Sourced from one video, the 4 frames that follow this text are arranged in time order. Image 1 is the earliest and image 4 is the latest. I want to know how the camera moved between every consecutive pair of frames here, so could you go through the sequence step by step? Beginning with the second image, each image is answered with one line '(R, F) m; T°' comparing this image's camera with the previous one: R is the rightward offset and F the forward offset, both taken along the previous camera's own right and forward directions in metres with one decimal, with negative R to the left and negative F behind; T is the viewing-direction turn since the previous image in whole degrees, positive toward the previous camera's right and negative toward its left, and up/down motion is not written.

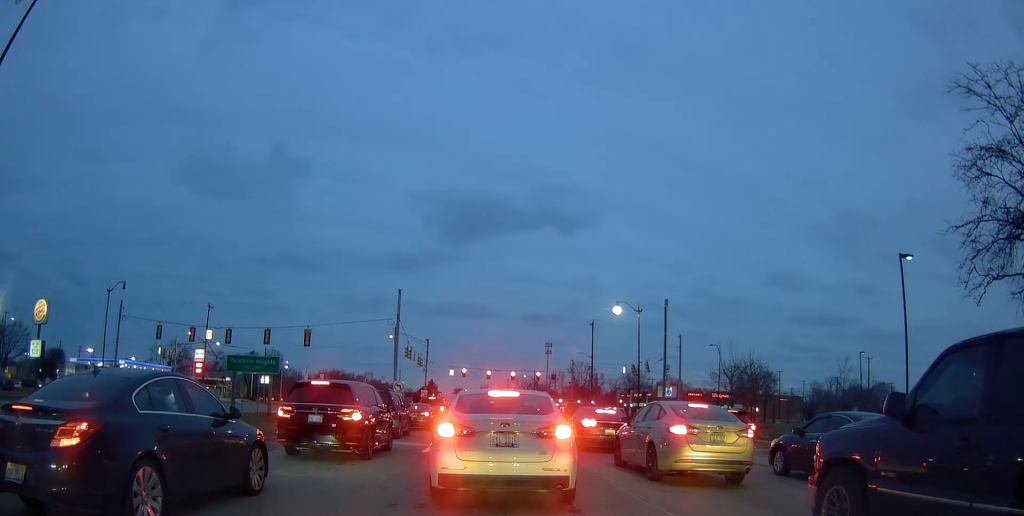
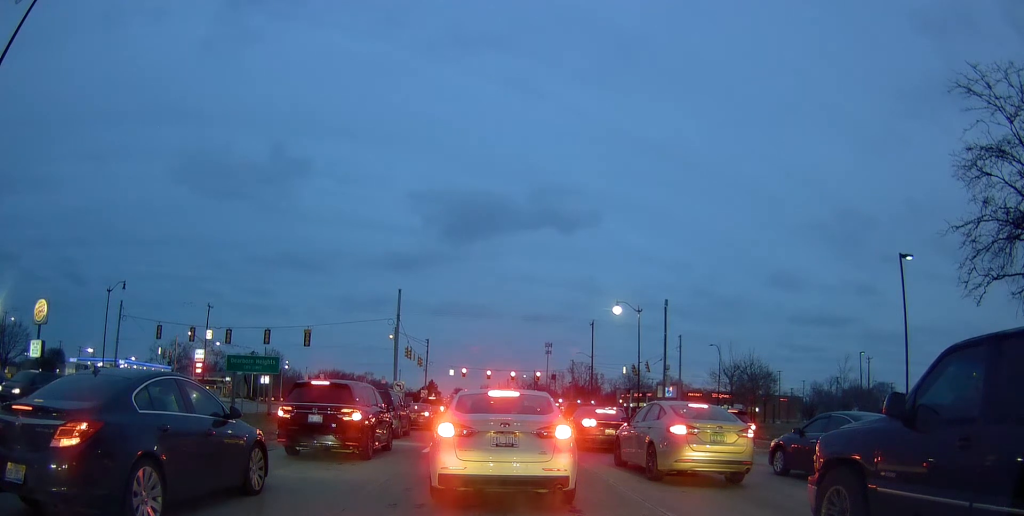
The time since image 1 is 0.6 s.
(0.0, 0.0) m; 0°
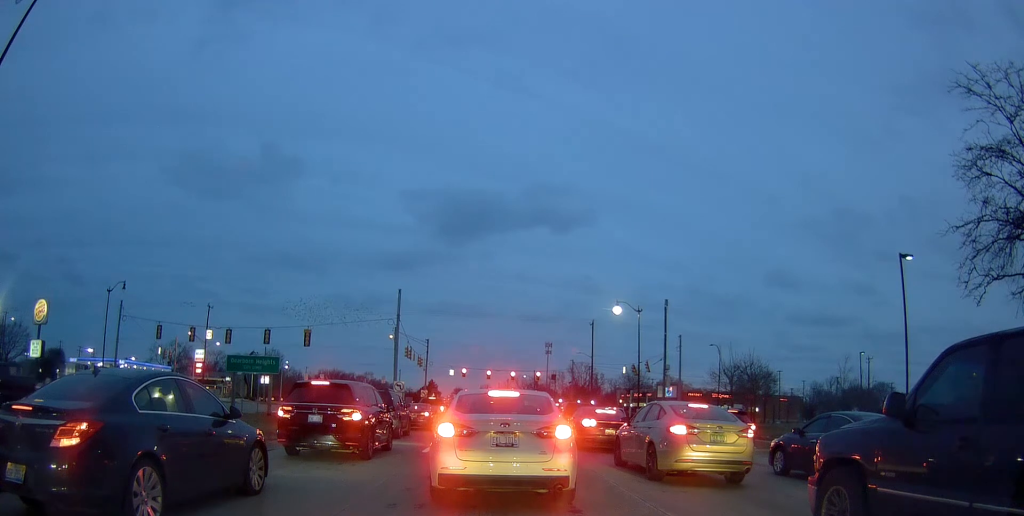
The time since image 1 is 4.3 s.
(0.0, 0.0) m; 0°
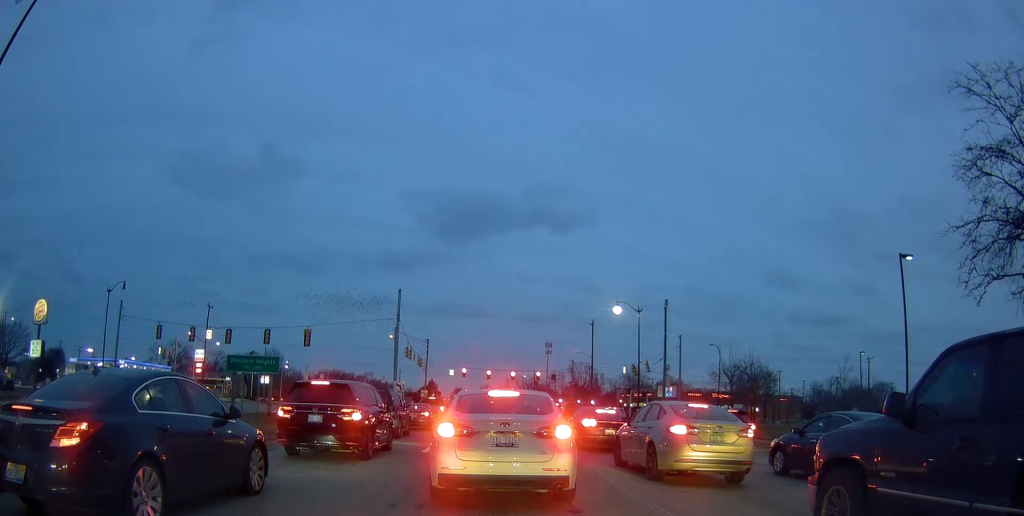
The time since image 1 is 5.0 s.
(0.0, 0.0) m; 0°
